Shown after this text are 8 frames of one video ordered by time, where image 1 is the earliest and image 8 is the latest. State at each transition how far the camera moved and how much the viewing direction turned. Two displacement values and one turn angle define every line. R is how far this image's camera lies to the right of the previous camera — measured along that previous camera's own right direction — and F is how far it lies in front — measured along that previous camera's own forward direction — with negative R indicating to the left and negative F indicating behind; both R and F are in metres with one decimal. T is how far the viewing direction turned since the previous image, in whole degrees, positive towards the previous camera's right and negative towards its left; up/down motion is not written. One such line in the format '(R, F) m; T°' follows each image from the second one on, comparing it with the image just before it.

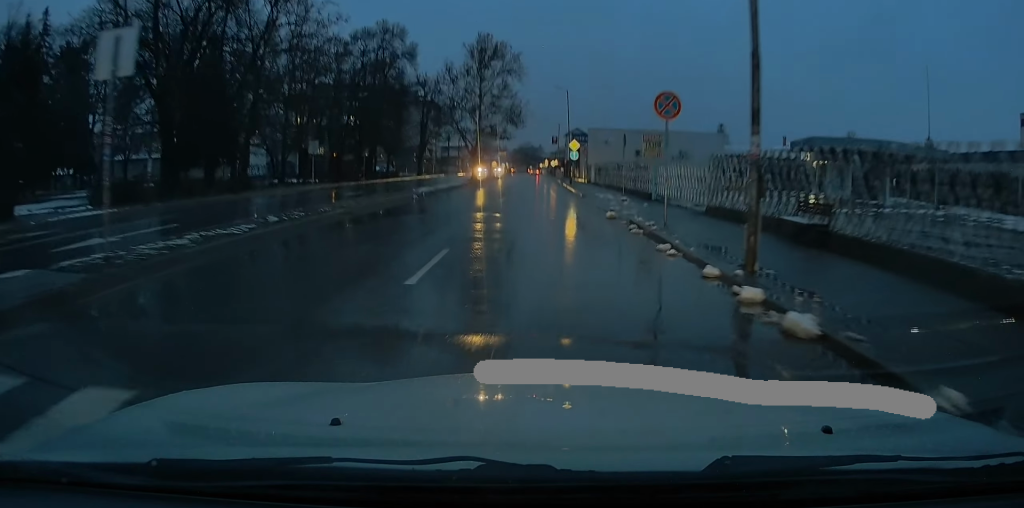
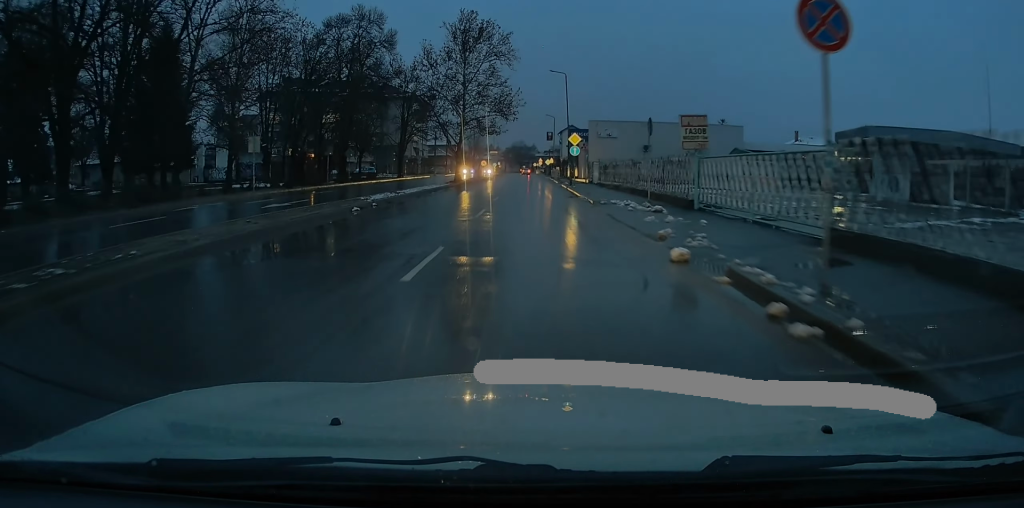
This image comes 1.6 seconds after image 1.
(-0.1, +9.5) m; -1°
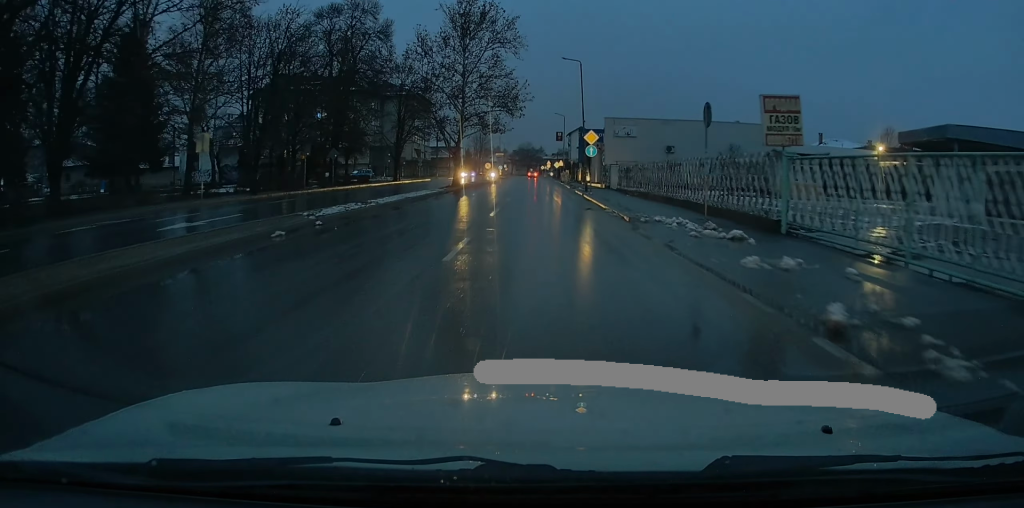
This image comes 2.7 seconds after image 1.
(0.0, +7.4) m; -2°
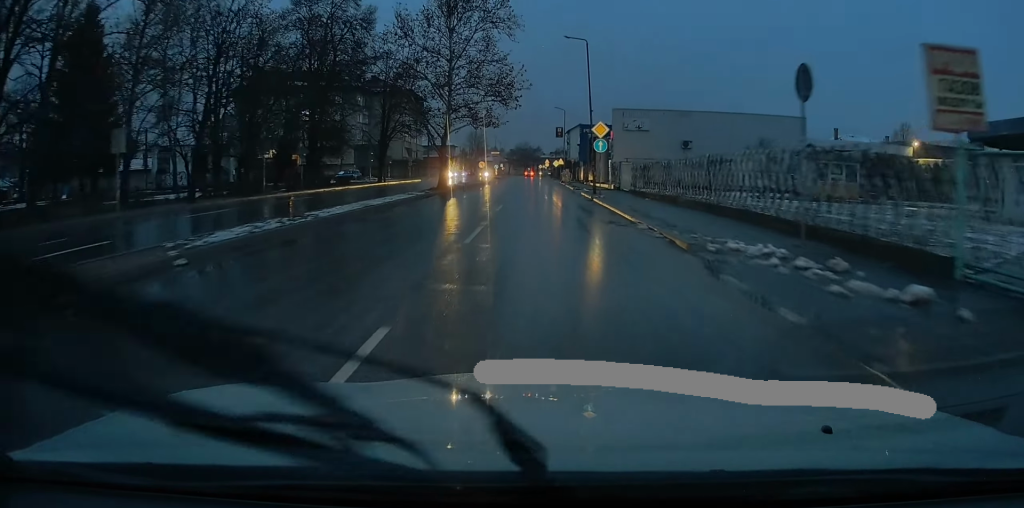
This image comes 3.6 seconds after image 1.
(-0.2, +6.9) m; -1°
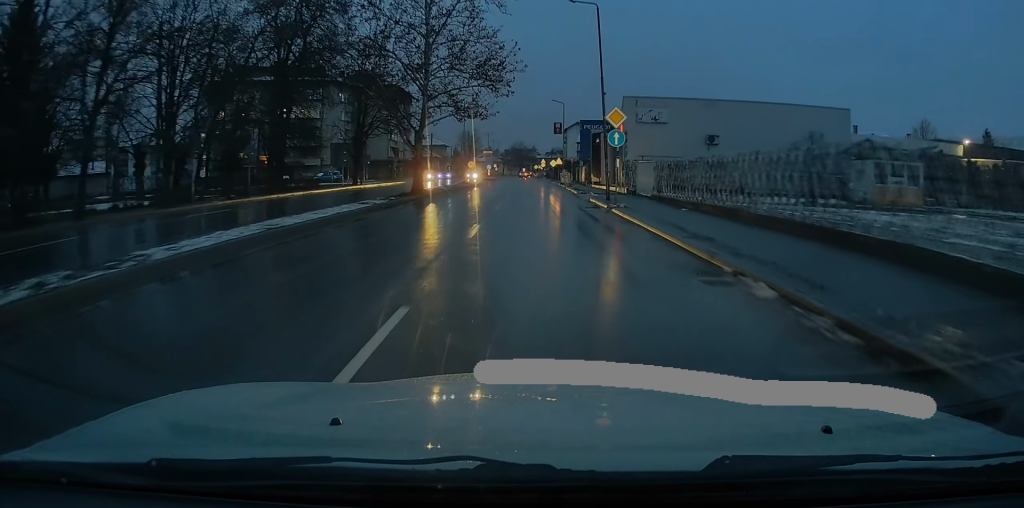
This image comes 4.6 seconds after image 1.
(+0.2, +8.2) m; +3°
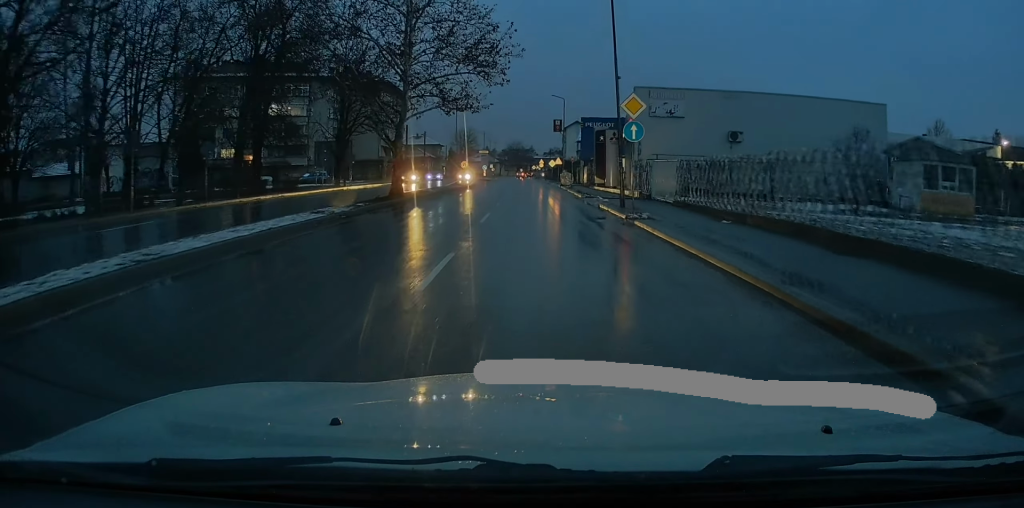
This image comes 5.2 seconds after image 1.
(+0.1, +5.2) m; 0°
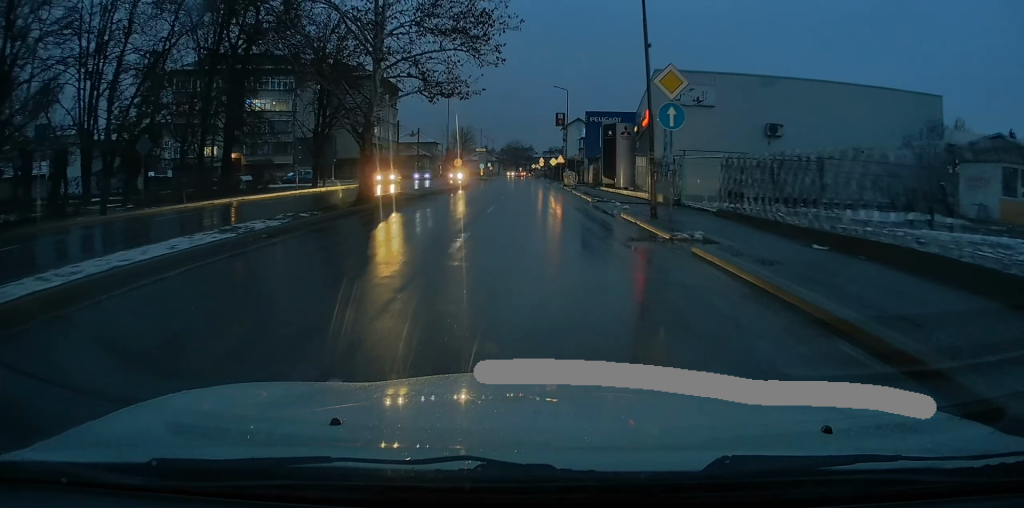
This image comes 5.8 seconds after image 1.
(0.0, +5.9) m; 0°
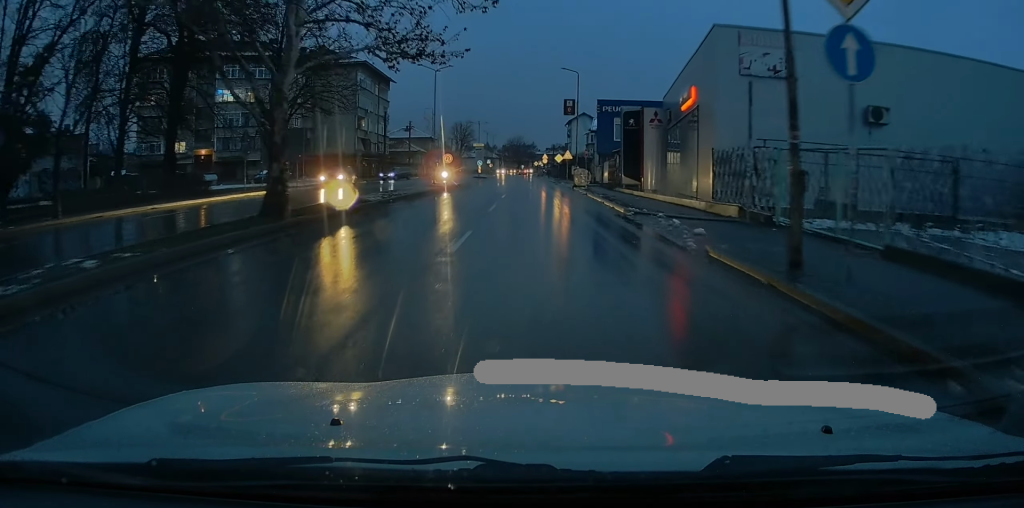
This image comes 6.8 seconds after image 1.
(-0.2, +9.2) m; 0°
